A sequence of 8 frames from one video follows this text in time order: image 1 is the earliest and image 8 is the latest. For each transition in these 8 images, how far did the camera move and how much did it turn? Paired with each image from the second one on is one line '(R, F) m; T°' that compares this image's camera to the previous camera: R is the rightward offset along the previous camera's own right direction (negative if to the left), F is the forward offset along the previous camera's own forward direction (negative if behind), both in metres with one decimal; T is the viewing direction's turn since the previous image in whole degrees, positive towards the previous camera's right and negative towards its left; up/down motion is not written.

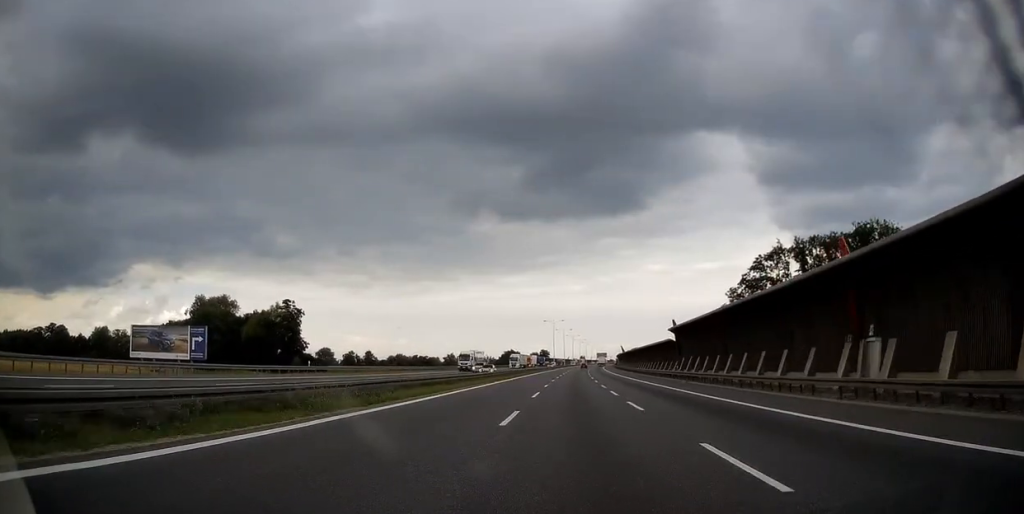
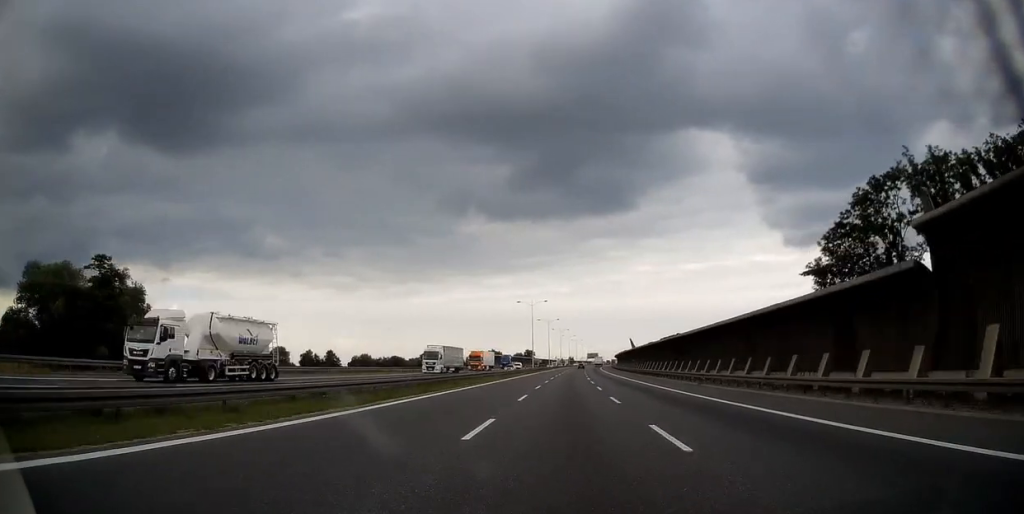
(+0.6, +51.2) m; +1°
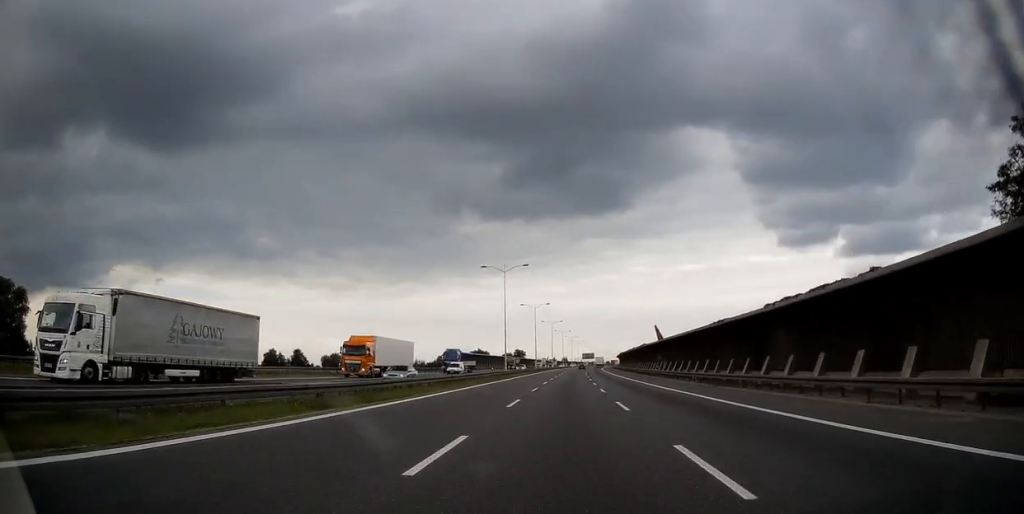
(+0.2, +40.0) m; +1°
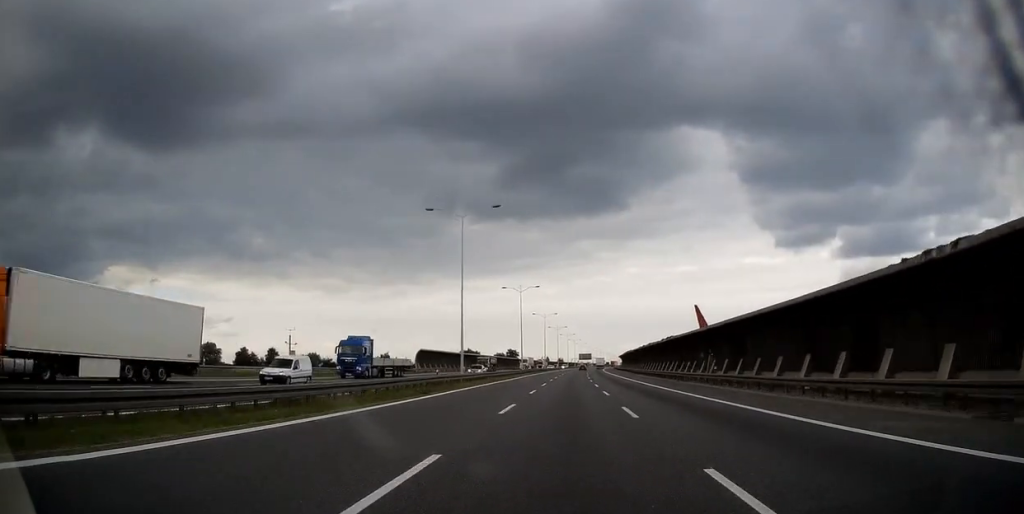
(+0.2, +26.5) m; 0°
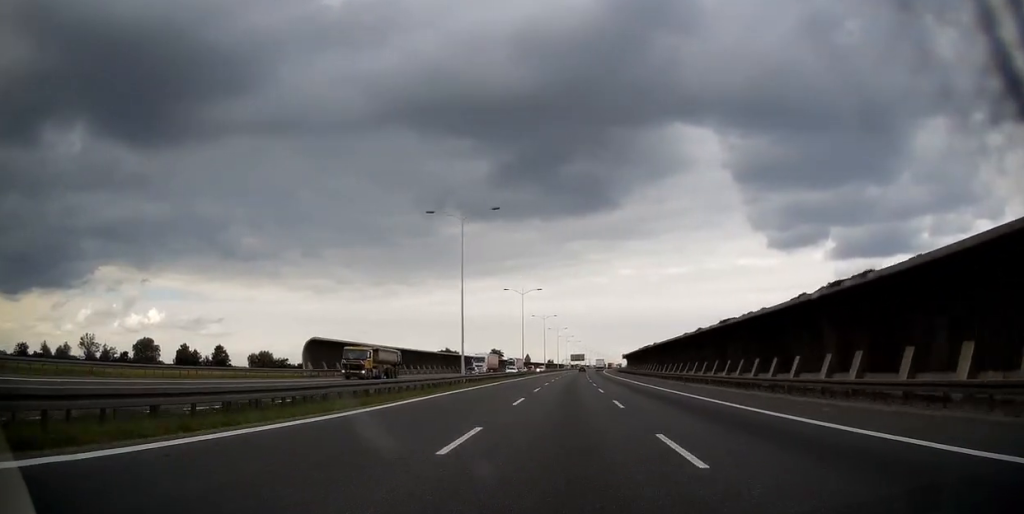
(+0.2, +44.3) m; +1°
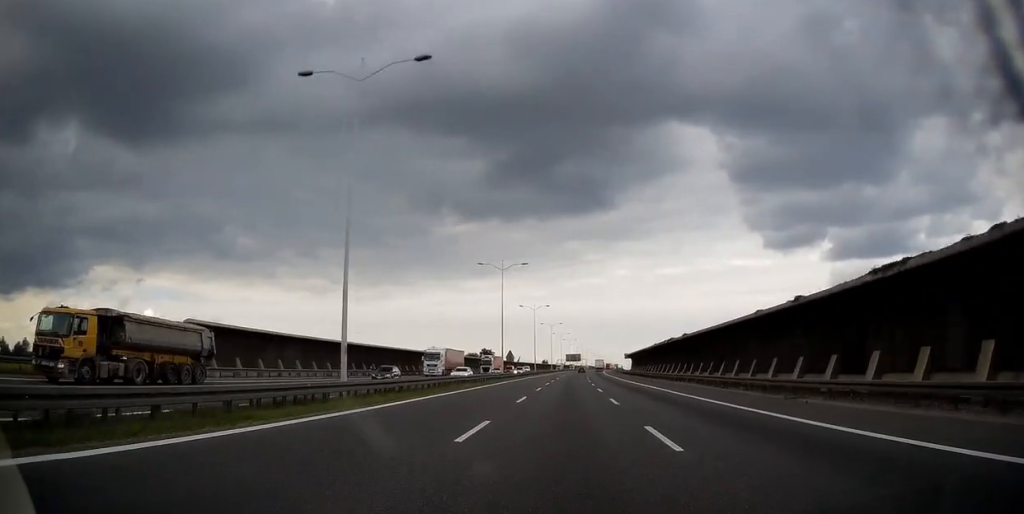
(+0.1, +22.6) m; 0°
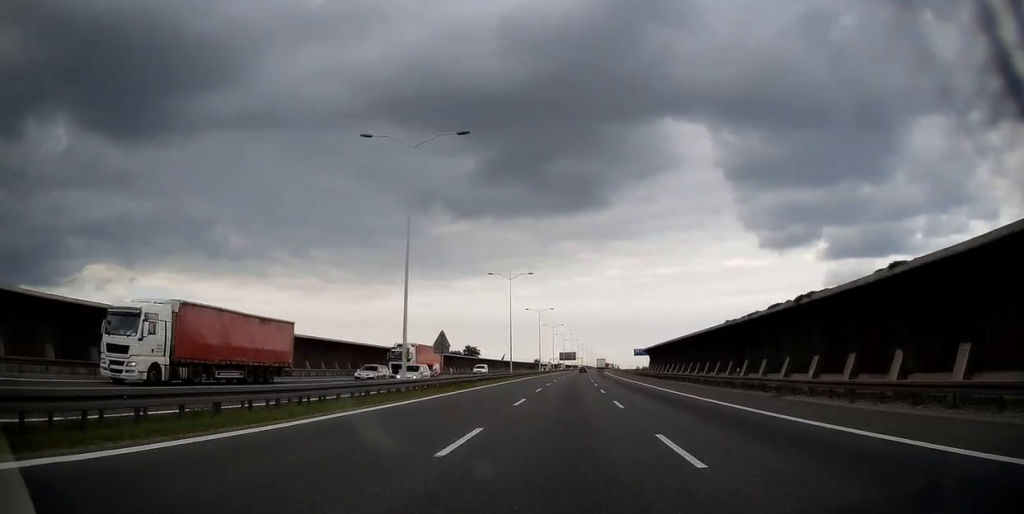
(+0.3, +37.9) m; +1°
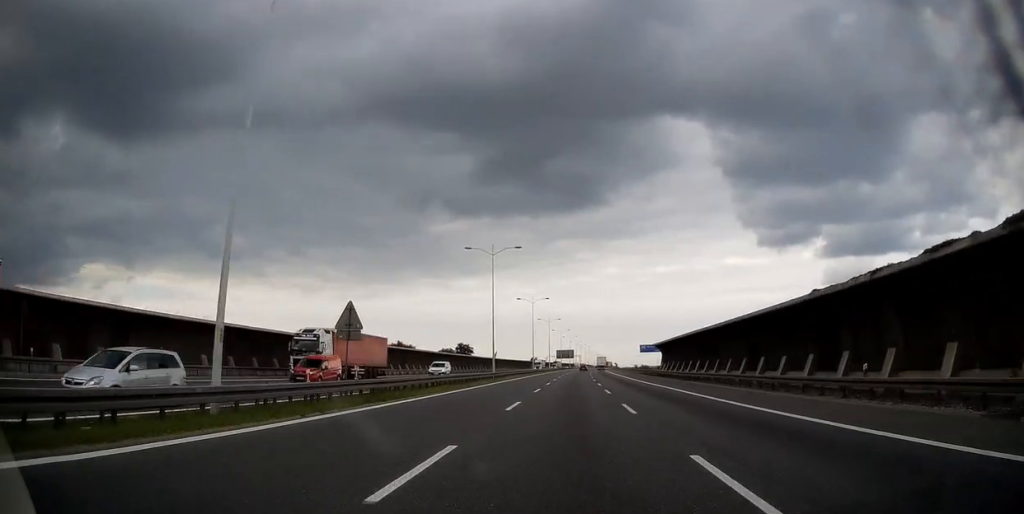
(0.0, +15.4) m; 0°
